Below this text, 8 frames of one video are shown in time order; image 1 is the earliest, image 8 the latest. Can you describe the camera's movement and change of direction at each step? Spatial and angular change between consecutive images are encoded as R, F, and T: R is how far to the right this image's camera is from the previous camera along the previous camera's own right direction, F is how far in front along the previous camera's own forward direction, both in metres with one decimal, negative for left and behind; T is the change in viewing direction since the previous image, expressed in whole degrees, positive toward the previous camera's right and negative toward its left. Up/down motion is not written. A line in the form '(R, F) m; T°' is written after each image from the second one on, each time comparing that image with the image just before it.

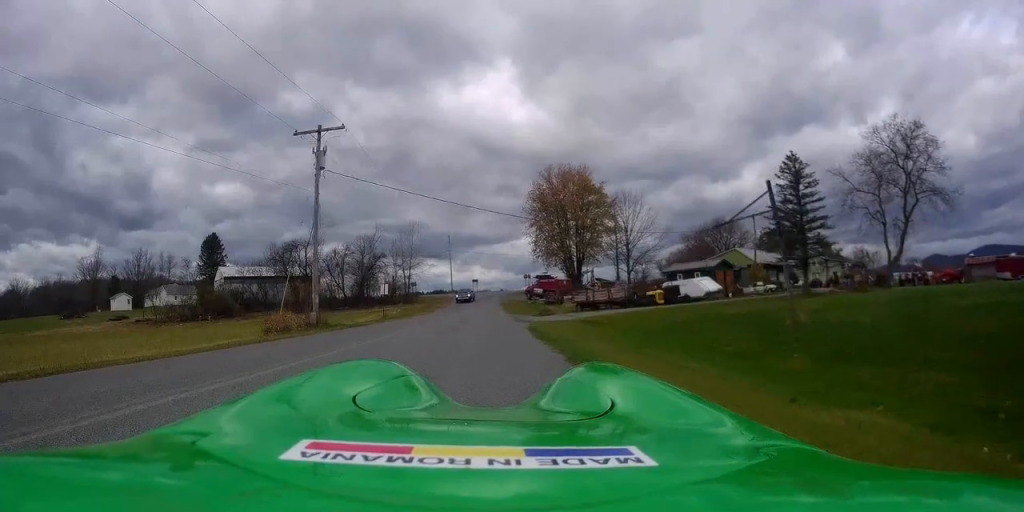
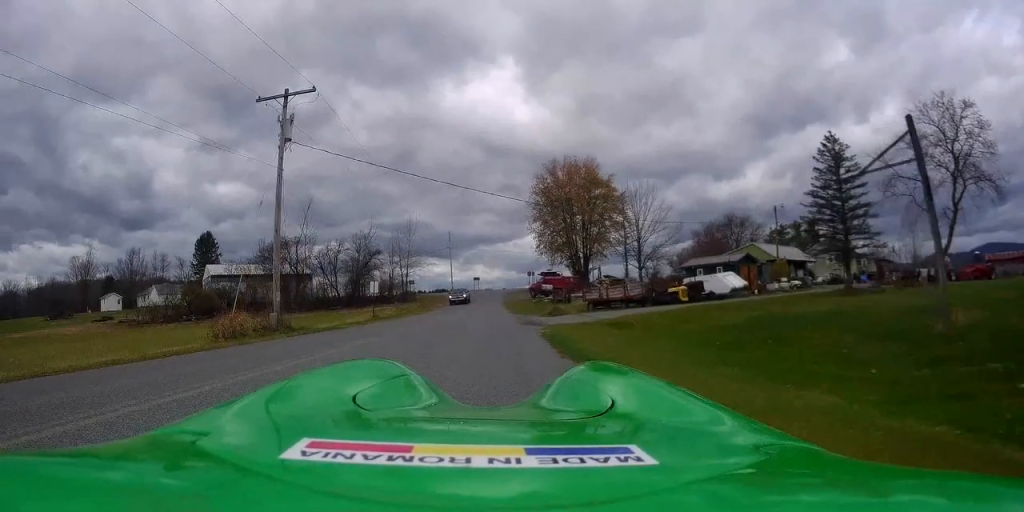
(-0.1, +4.9) m; 0°
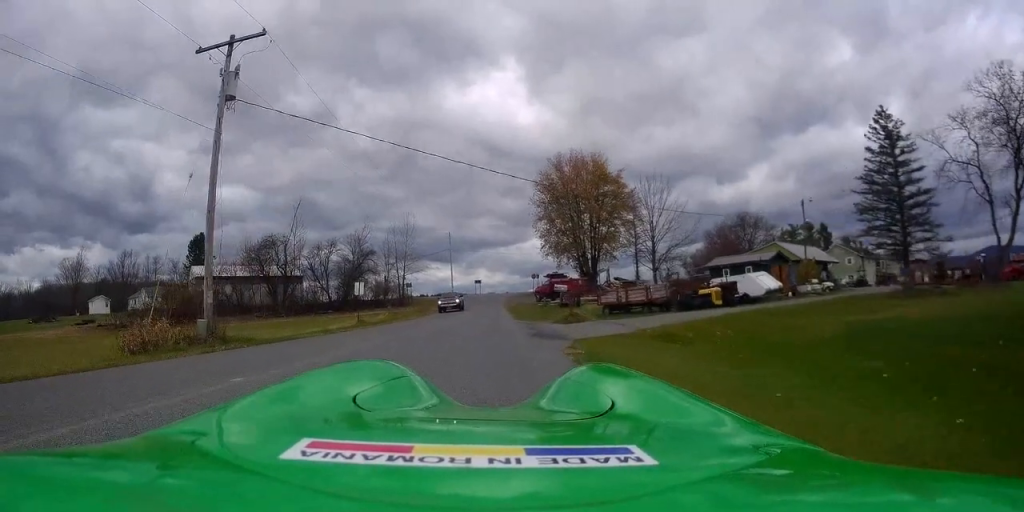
(+0.1, +5.3) m; -2°
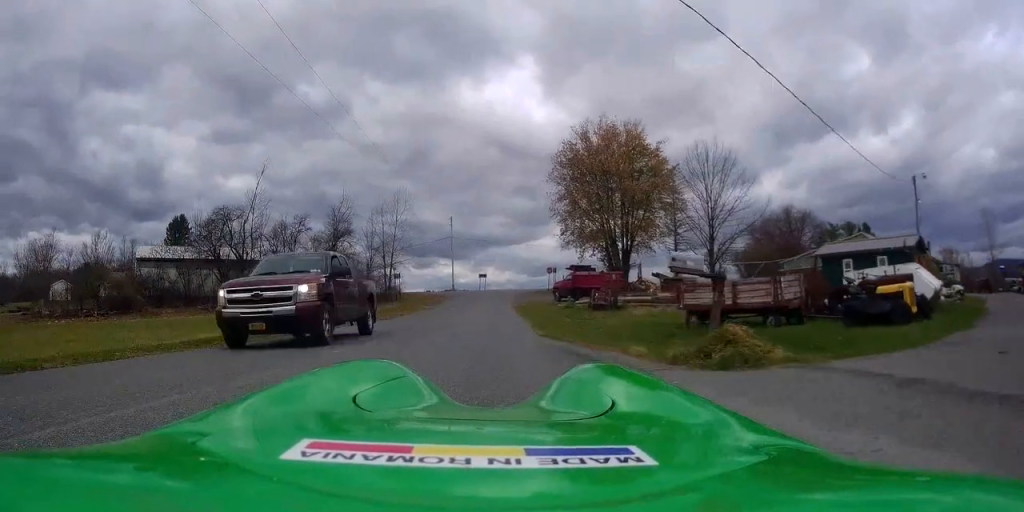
(-0.7, +15.2) m; -3°
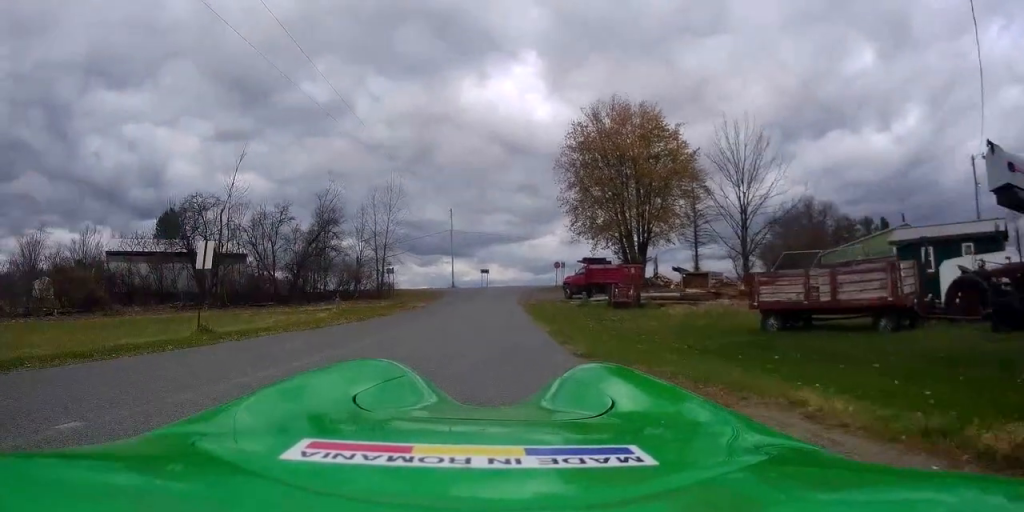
(+0.1, +6.0) m; -1°
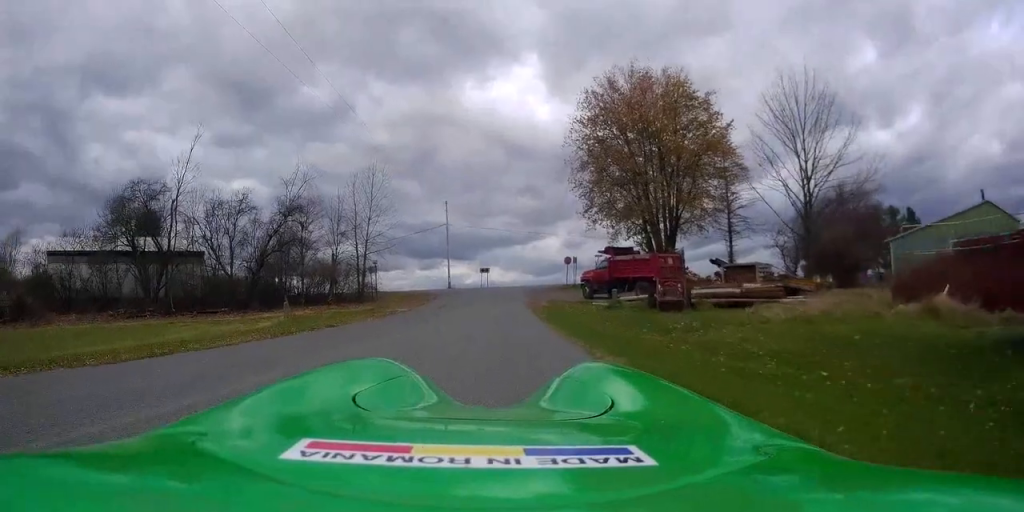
(-0.3, +9.1) m; -2°
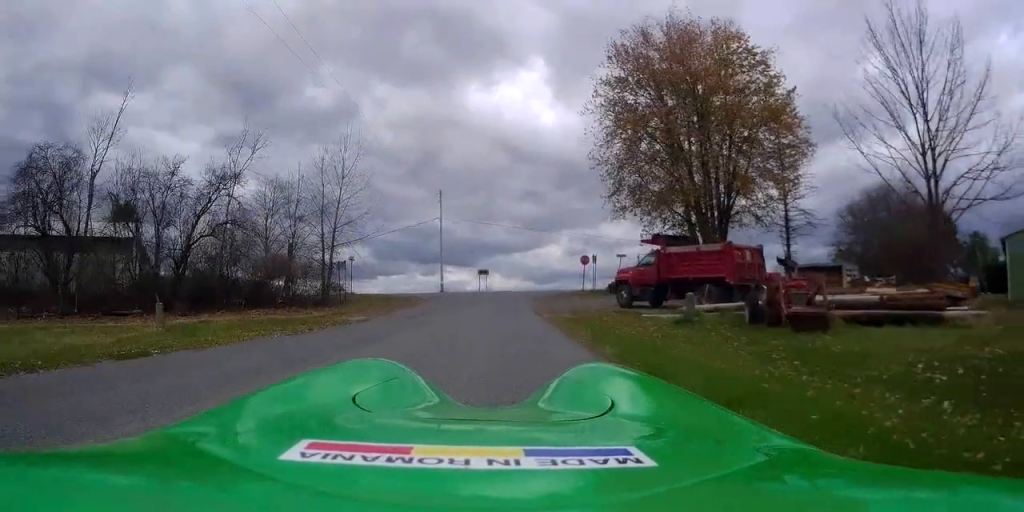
(-0.1, +10.7) m; -1°
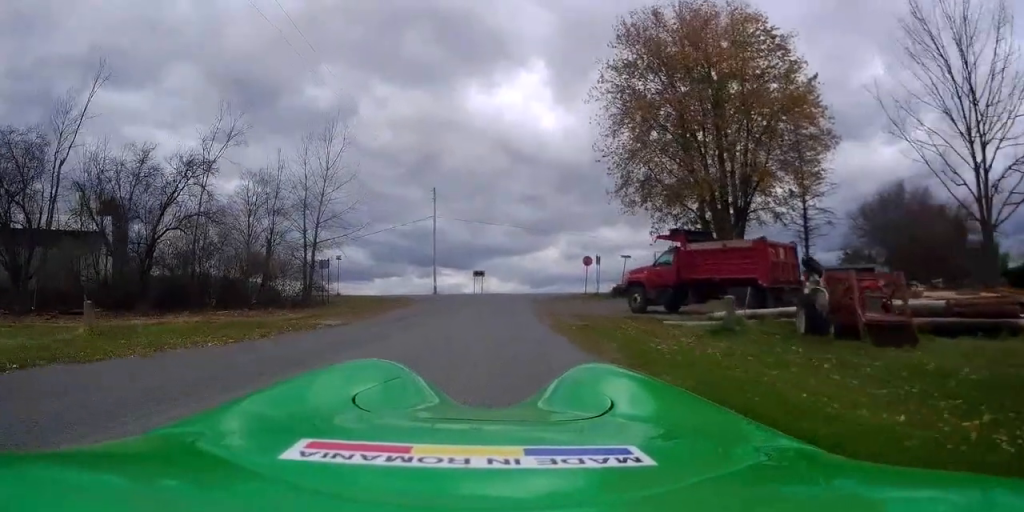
(0.0, +3.2) m; +1°
